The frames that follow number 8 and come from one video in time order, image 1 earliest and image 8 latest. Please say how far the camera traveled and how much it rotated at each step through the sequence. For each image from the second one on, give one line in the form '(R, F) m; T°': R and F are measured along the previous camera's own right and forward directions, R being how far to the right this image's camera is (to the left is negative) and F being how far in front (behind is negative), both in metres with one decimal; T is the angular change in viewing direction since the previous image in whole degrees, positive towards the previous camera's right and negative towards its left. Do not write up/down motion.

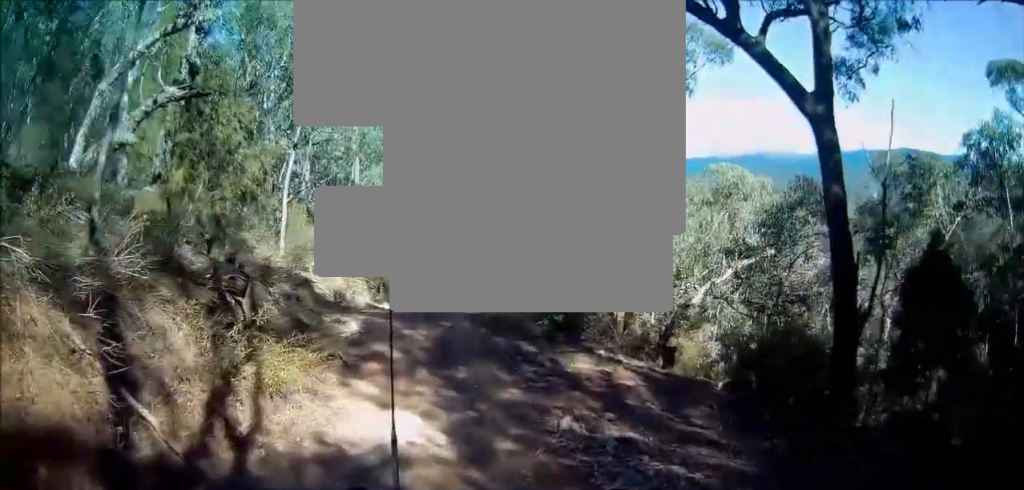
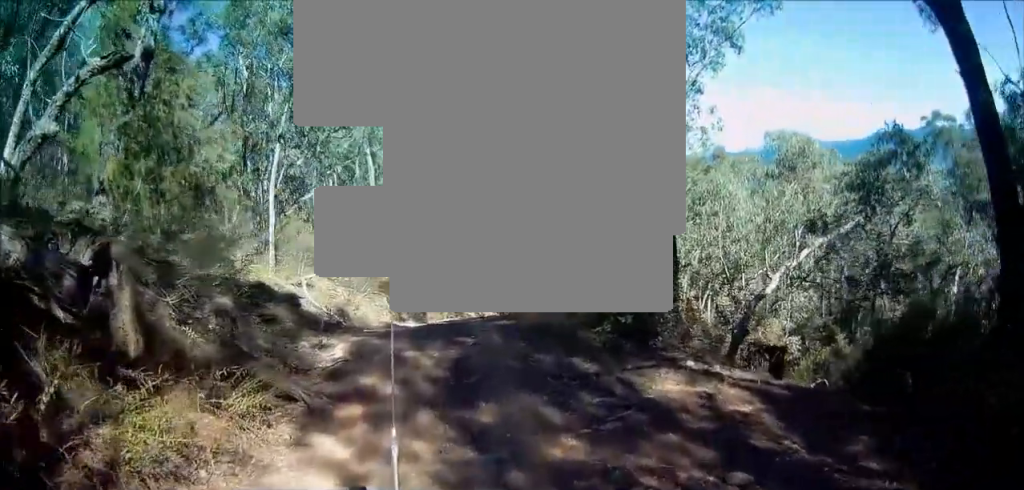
(-0.1, +3.0) m; -4°
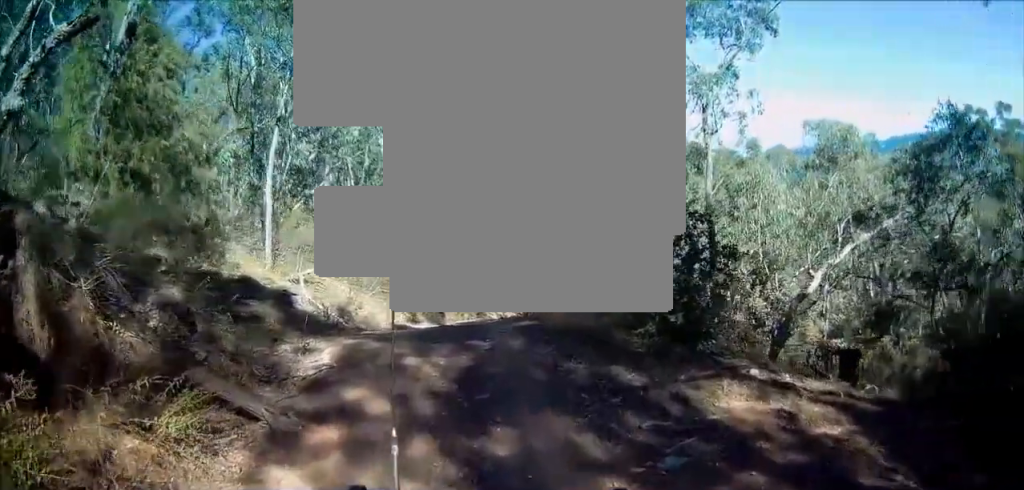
(0.0, +1.3) m; -2°
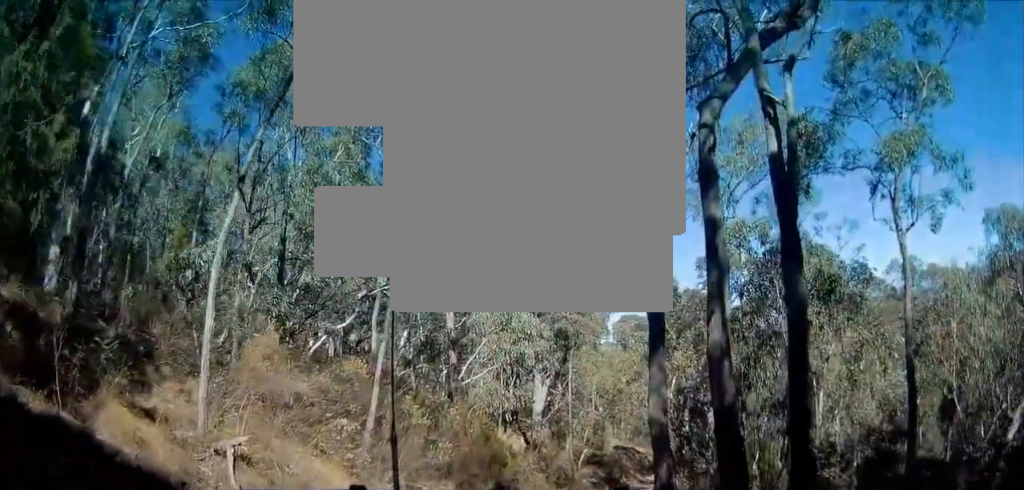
(-0.4, +6.3) m; -3°
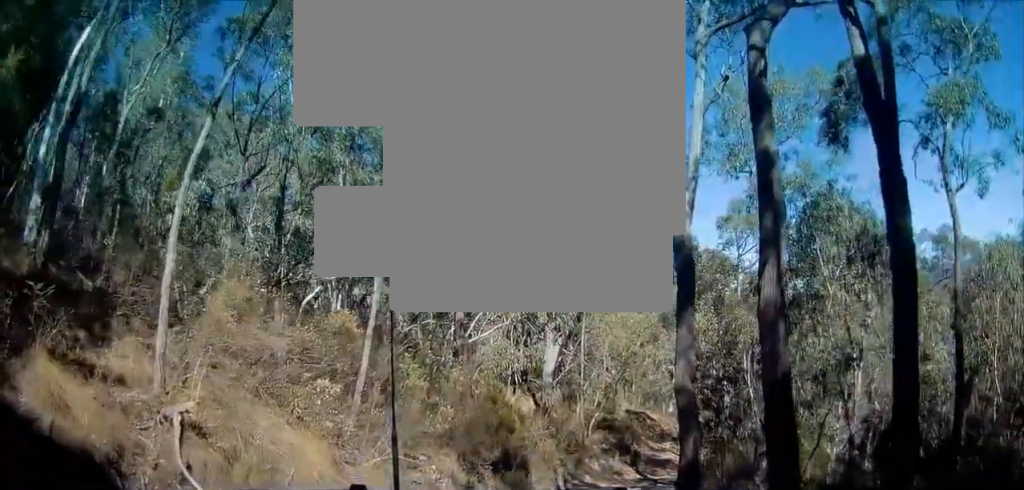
(0.0, +1.6) m; +2°
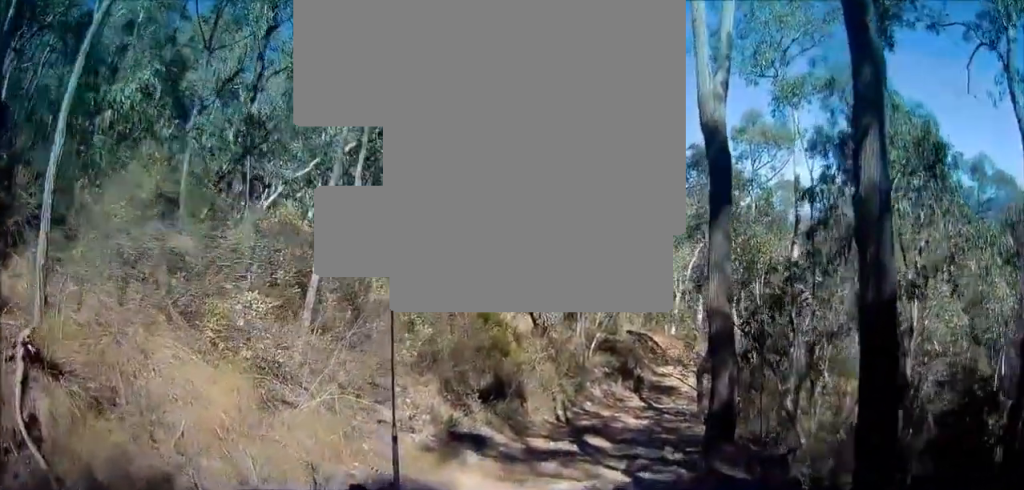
(+0.1, +2.5) m; +3°
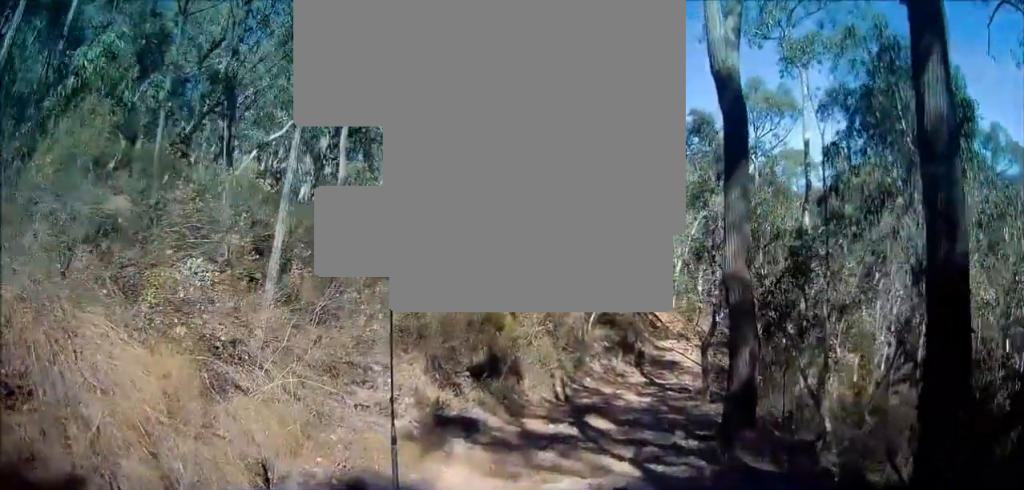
(0.0, +1.1) m; 0°
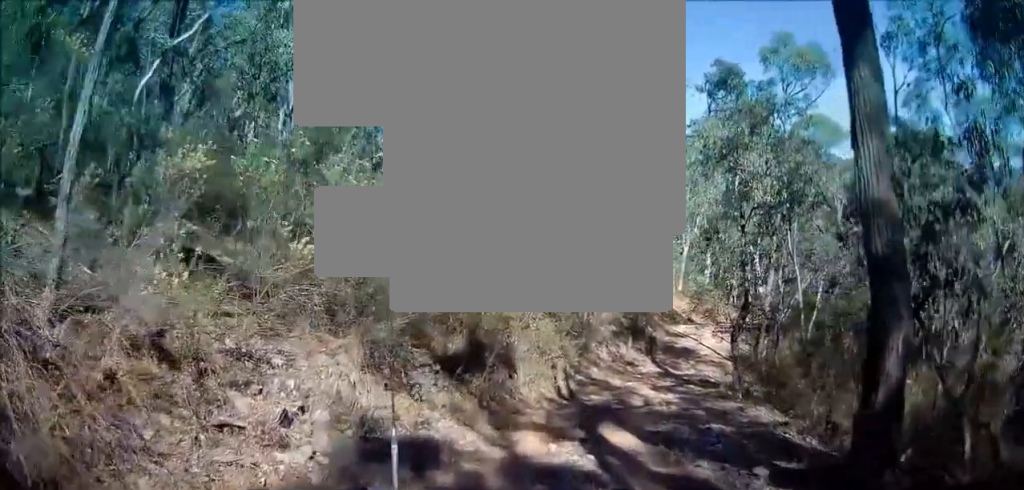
(0.0, +3.7) m; +4°
